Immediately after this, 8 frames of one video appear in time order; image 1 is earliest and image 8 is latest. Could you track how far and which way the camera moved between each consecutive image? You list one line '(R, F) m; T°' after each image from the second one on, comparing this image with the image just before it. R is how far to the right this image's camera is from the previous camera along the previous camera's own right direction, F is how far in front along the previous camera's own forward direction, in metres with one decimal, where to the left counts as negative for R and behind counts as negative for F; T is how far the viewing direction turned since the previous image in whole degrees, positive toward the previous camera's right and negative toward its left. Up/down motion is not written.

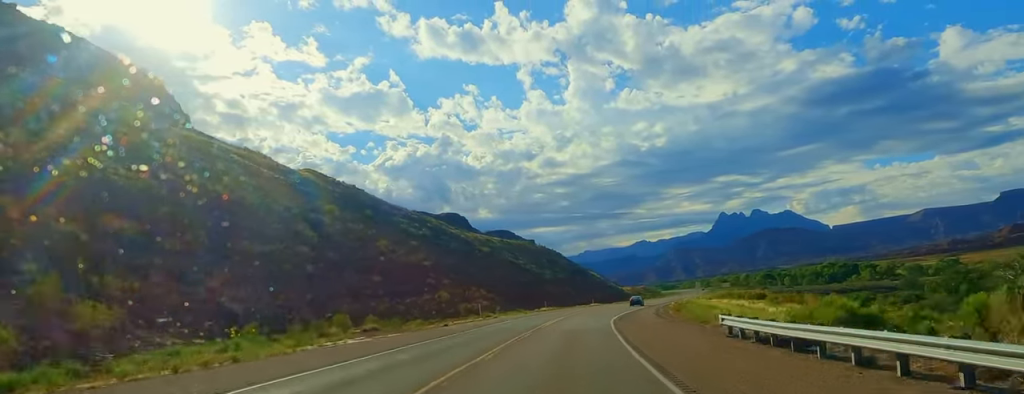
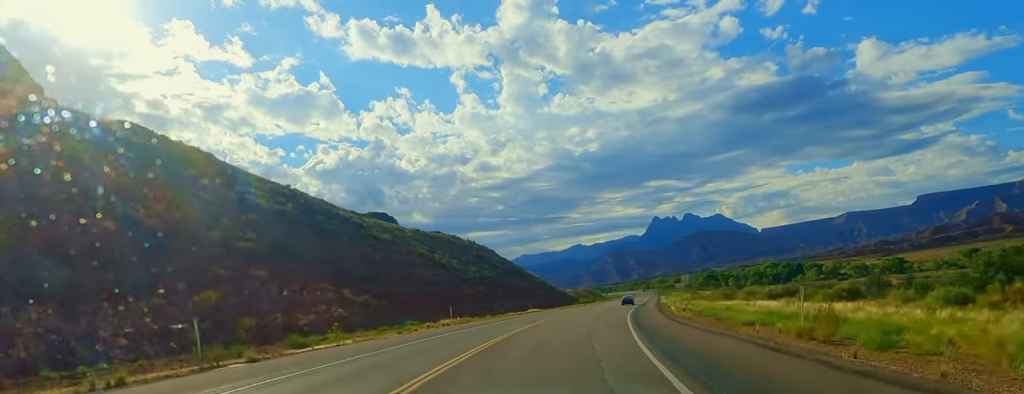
(+2.0, +47.0) m; +5°
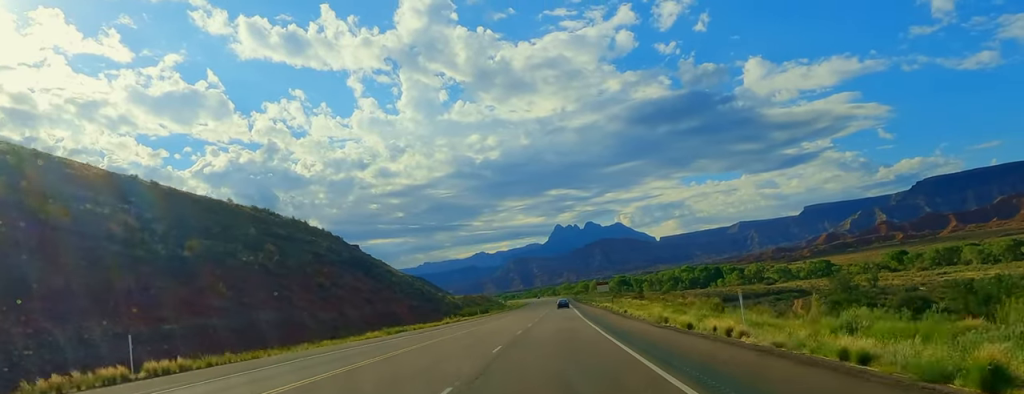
(+5.9, +86.8) m; +6°
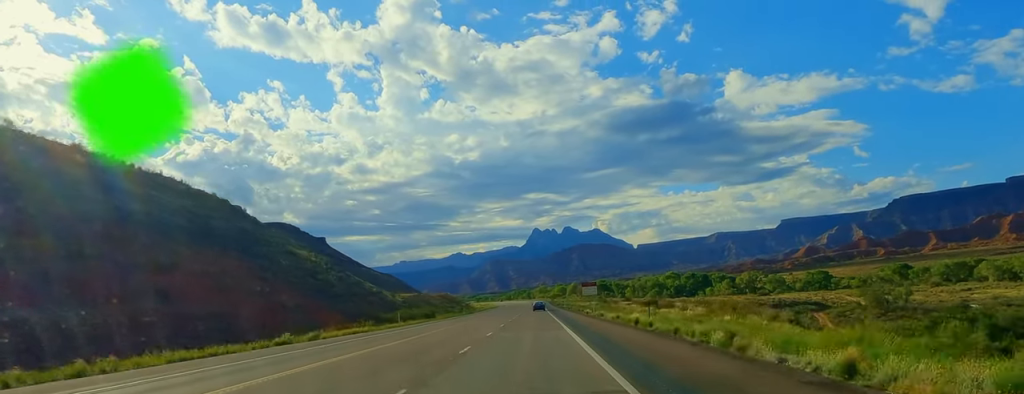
(0.0, +49.4) m; -1°
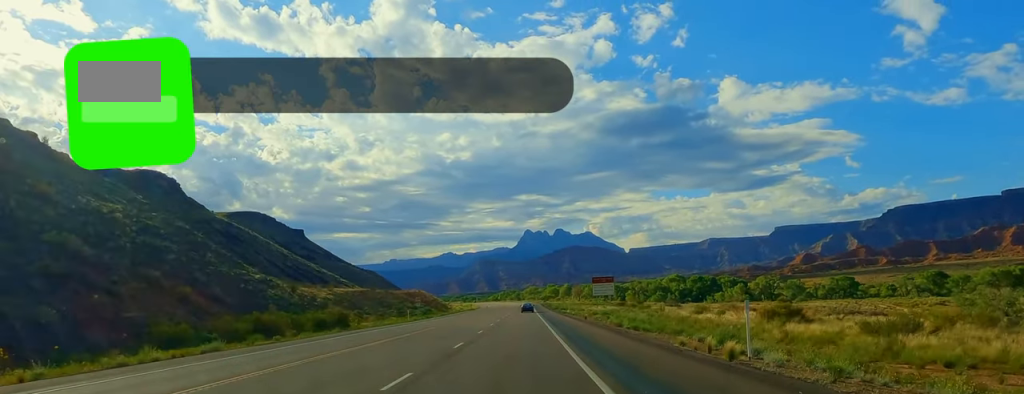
(-0.7, +57.6) m; 0°
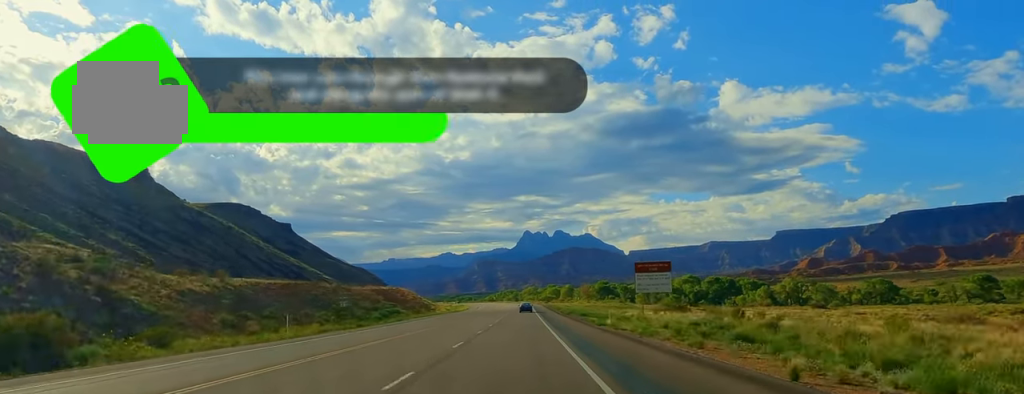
(+0.5, +48.4) m; +1°
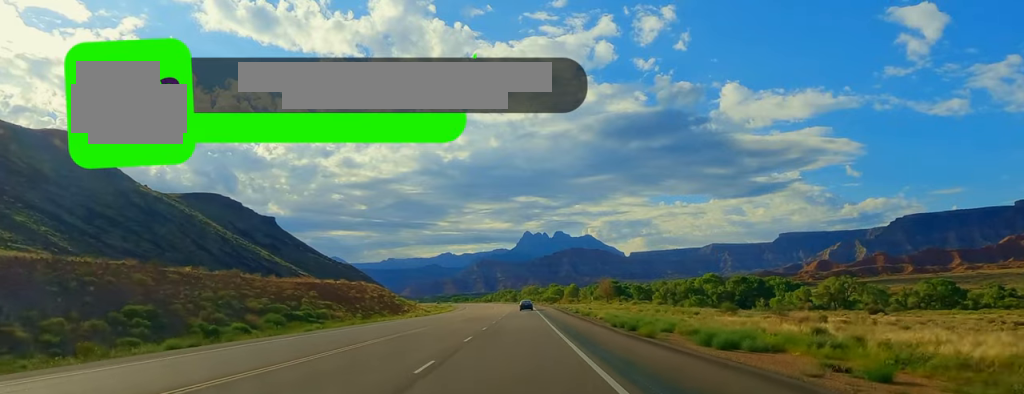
(+0.1, +57.9) m; 0°
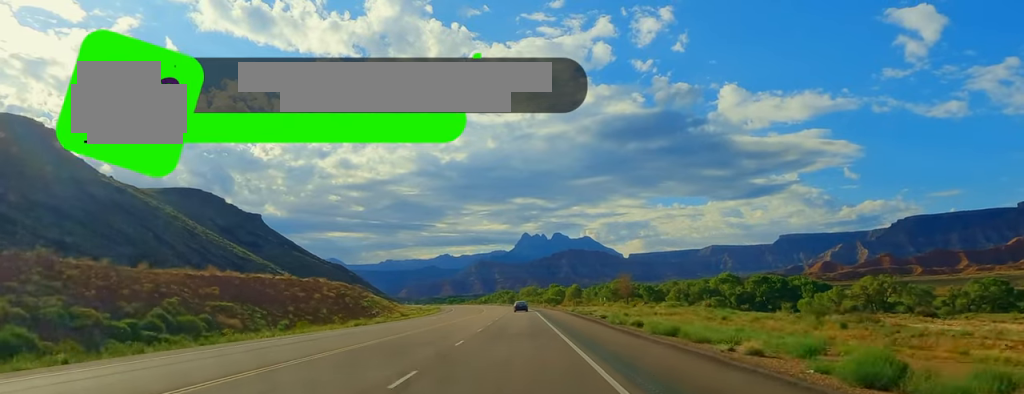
(0.0, +39.1) m; 0°
